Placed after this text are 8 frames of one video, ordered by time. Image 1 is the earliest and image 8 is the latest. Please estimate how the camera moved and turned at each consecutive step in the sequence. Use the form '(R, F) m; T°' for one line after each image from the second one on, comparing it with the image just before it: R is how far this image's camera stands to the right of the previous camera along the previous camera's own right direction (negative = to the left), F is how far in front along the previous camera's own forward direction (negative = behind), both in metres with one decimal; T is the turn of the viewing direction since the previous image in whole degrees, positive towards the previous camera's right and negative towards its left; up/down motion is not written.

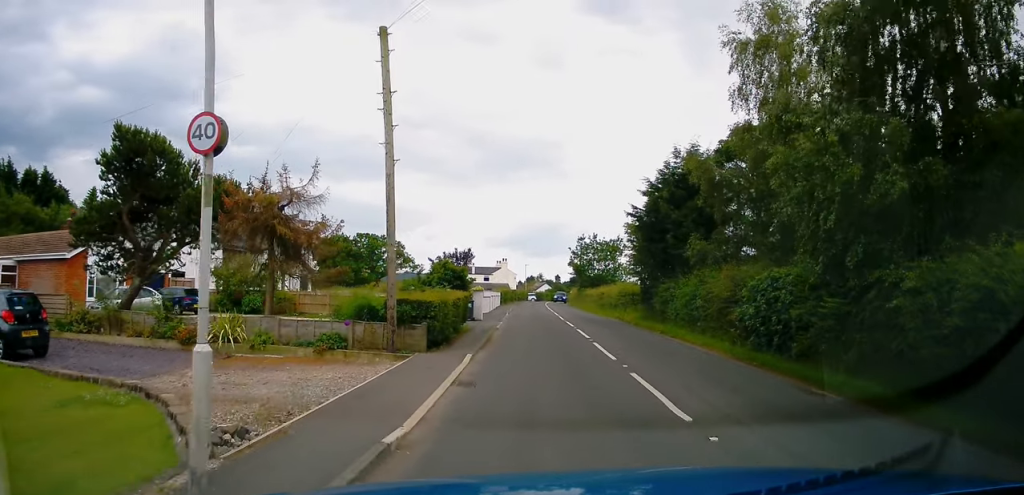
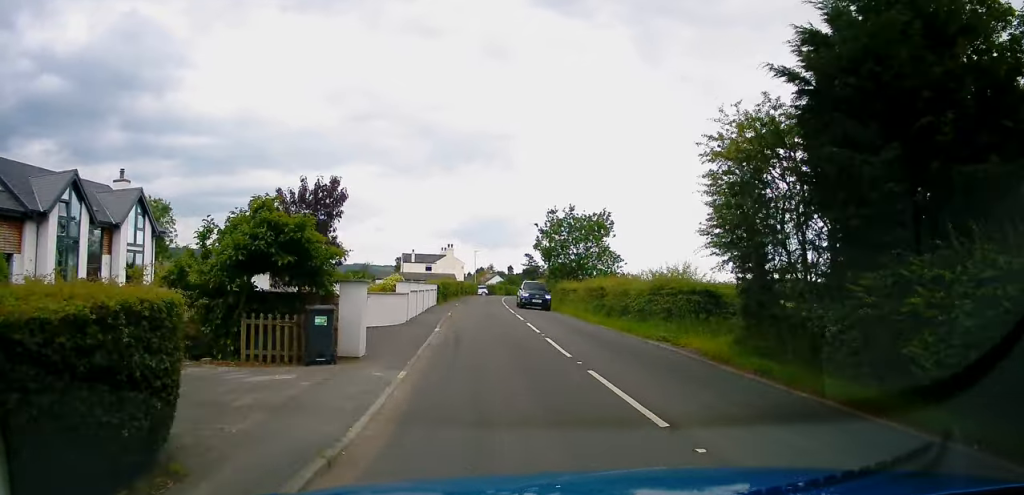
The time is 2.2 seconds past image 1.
(+0.9, +17.6) m; +5°
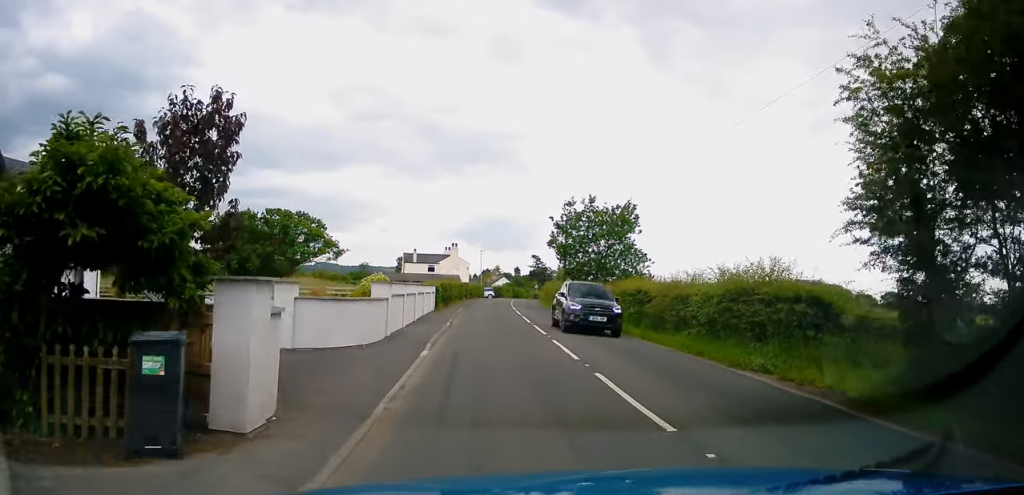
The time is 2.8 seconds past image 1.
(0.0, +5.6) m; 0°
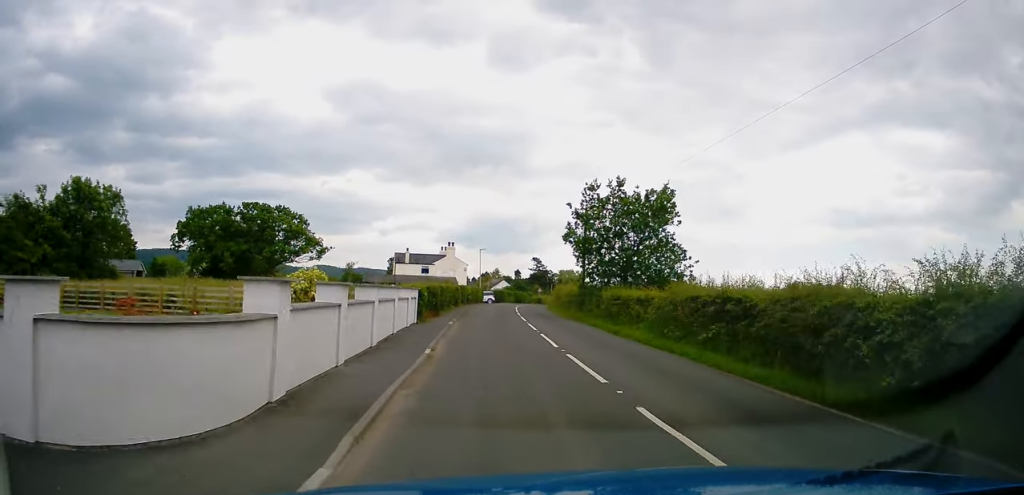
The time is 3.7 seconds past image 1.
(0.0, +8.3) m; -1°
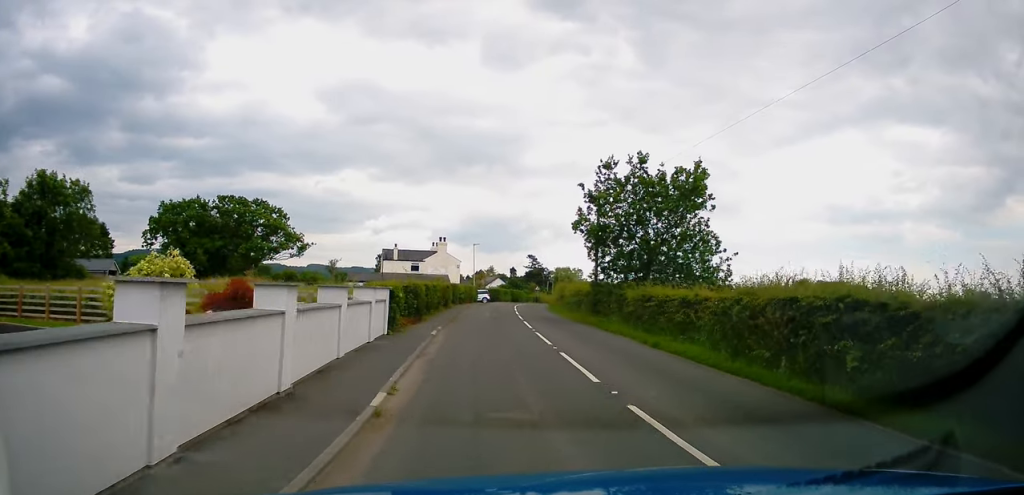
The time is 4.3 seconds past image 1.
(-0.1, +5.5) m; 0°
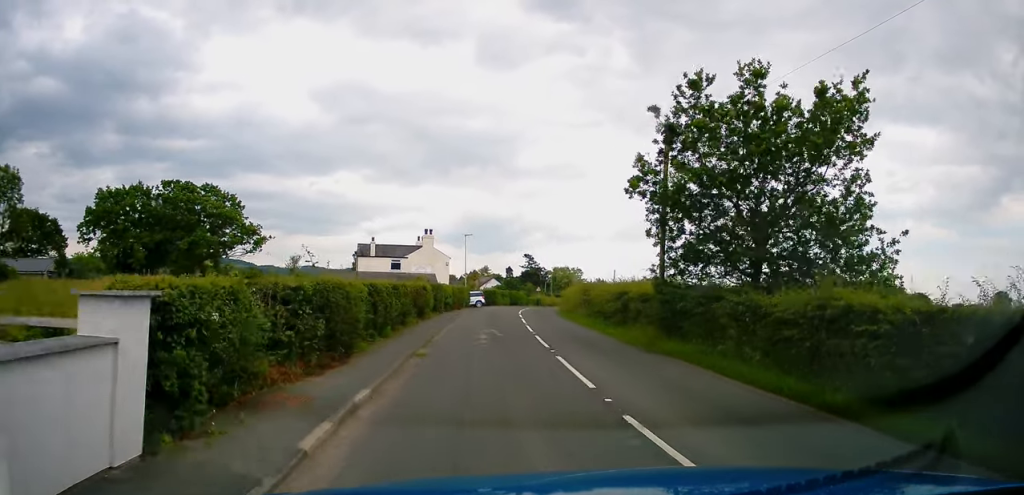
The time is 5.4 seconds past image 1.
(-0.1, +11.9) m; -1°
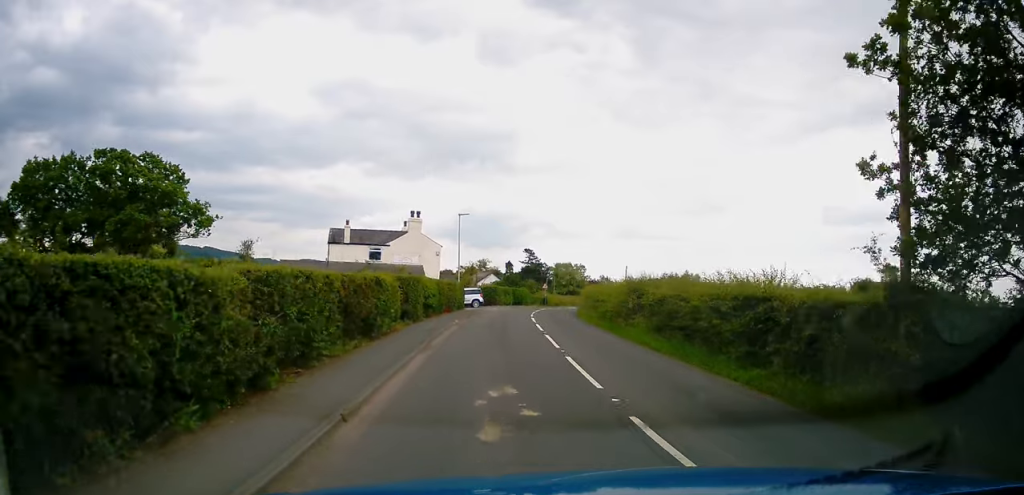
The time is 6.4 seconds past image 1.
(-0.1, +11.6) m; +1°
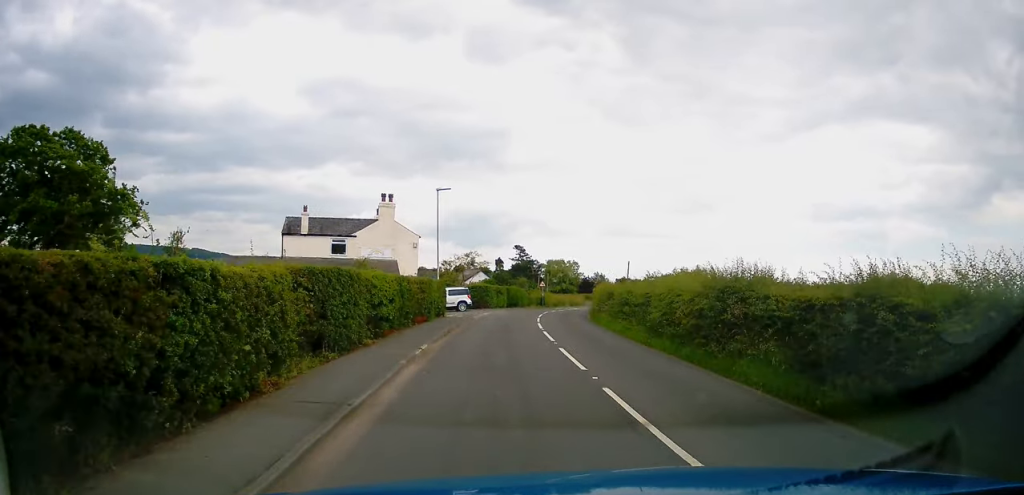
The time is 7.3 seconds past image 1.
(+0.2, +9.4) m; +2°
